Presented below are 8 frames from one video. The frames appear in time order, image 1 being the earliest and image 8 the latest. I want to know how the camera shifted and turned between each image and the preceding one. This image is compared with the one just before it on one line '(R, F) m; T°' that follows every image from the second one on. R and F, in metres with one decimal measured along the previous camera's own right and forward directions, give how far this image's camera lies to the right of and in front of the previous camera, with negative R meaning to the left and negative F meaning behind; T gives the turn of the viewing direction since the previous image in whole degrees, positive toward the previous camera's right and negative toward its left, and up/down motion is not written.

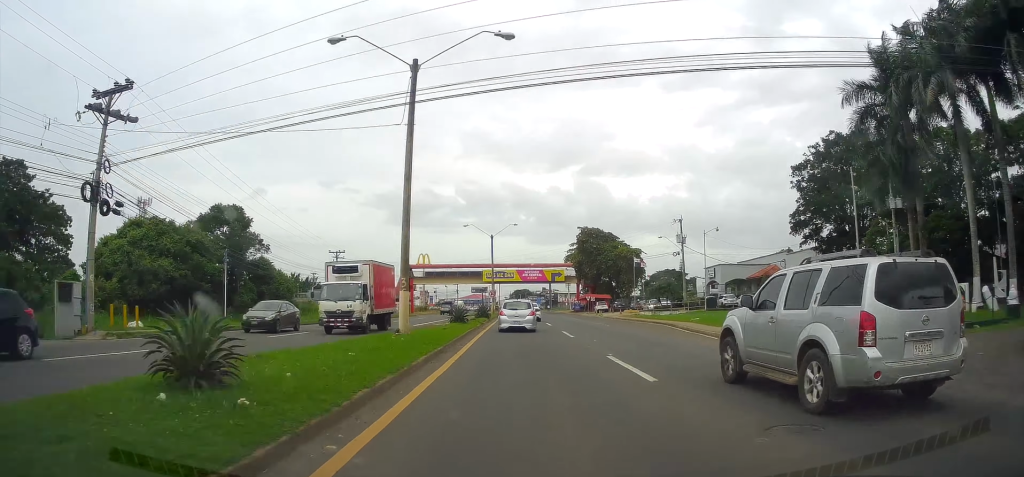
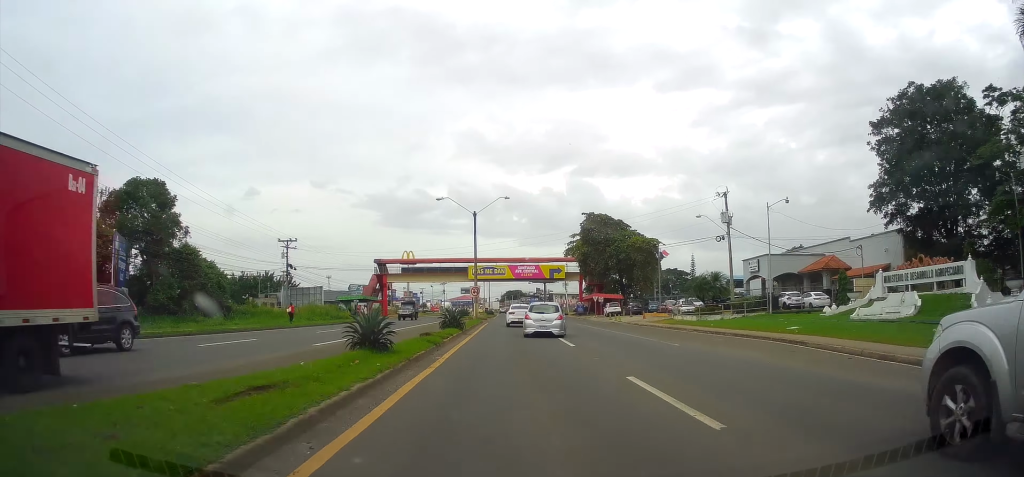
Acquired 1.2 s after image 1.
(+0.3, +17.6) m; 0°
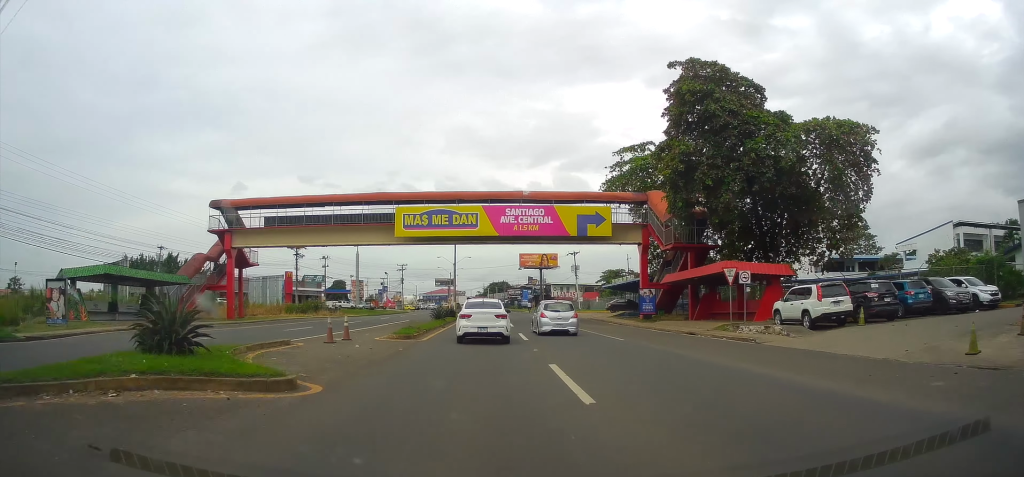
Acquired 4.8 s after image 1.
(+0.2, +54.2) m; +1°
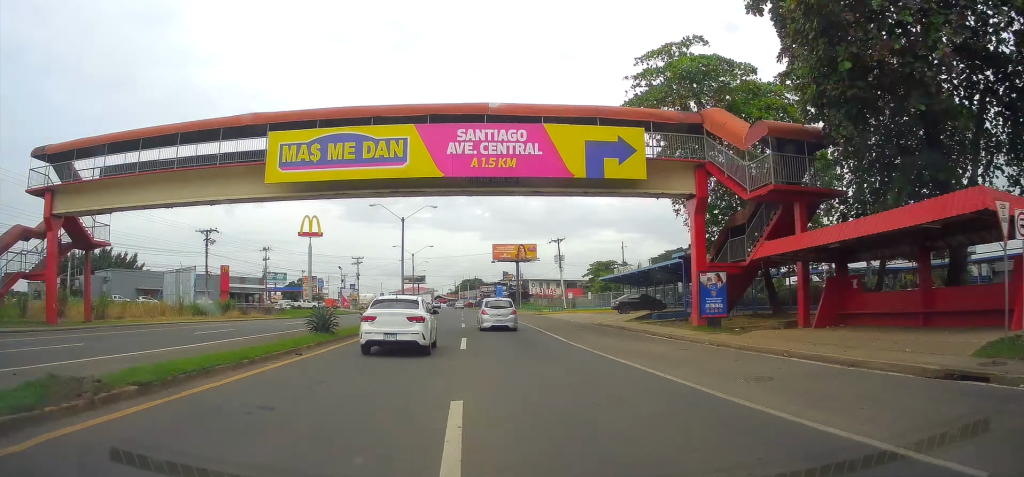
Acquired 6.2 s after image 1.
(+0.1, +19.7) m; +1°
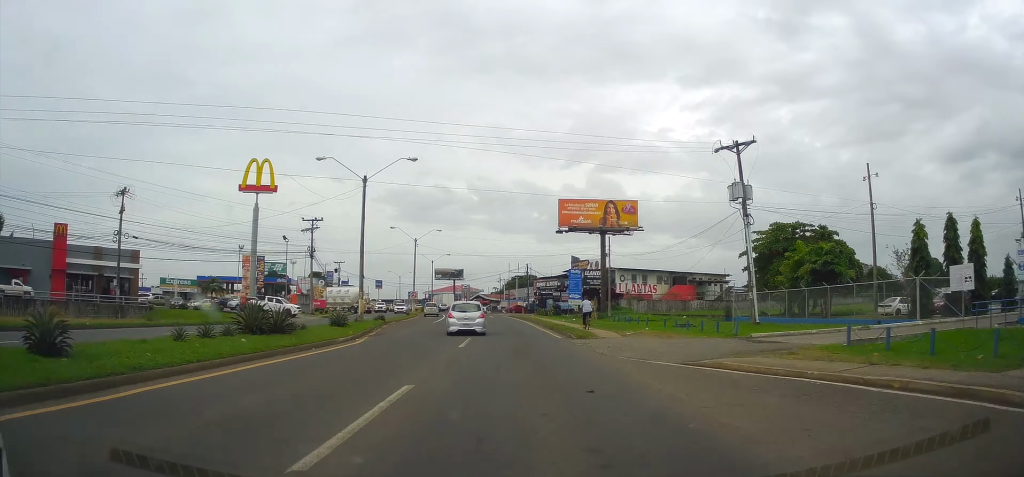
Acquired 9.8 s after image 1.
(-0.5, +55.3) m; -3°
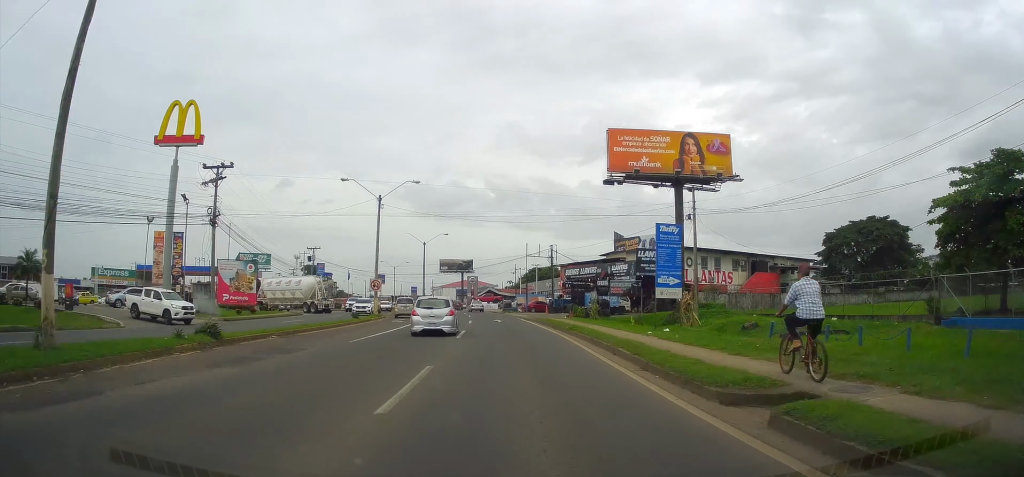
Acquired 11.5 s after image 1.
(-0.7, +25.2) m; -2°
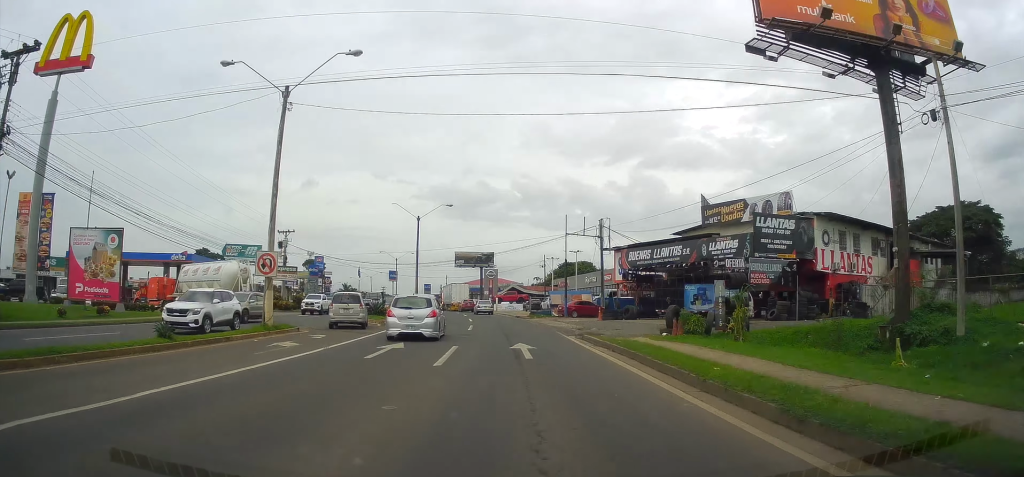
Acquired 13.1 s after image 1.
(-0.2, +23.0) m; -2°
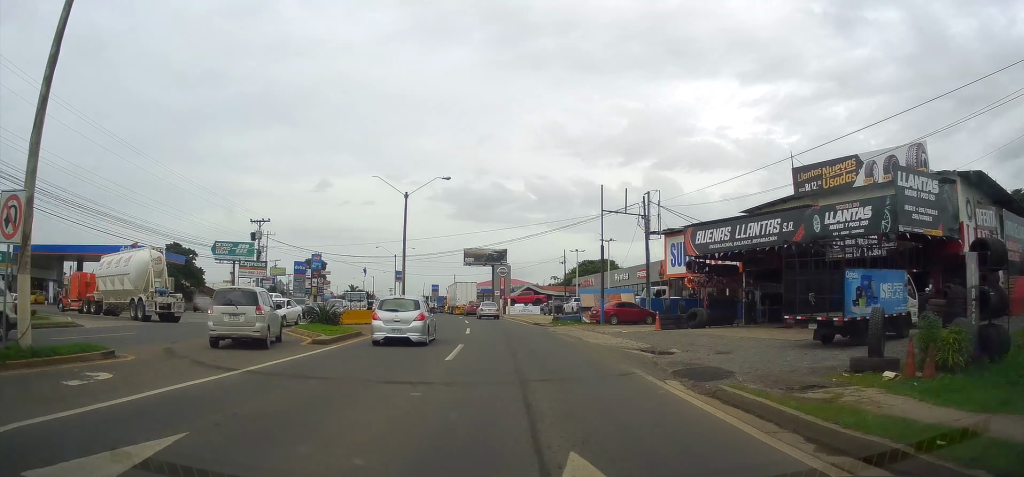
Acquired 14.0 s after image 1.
(0.0, +12.8) m; -2°
